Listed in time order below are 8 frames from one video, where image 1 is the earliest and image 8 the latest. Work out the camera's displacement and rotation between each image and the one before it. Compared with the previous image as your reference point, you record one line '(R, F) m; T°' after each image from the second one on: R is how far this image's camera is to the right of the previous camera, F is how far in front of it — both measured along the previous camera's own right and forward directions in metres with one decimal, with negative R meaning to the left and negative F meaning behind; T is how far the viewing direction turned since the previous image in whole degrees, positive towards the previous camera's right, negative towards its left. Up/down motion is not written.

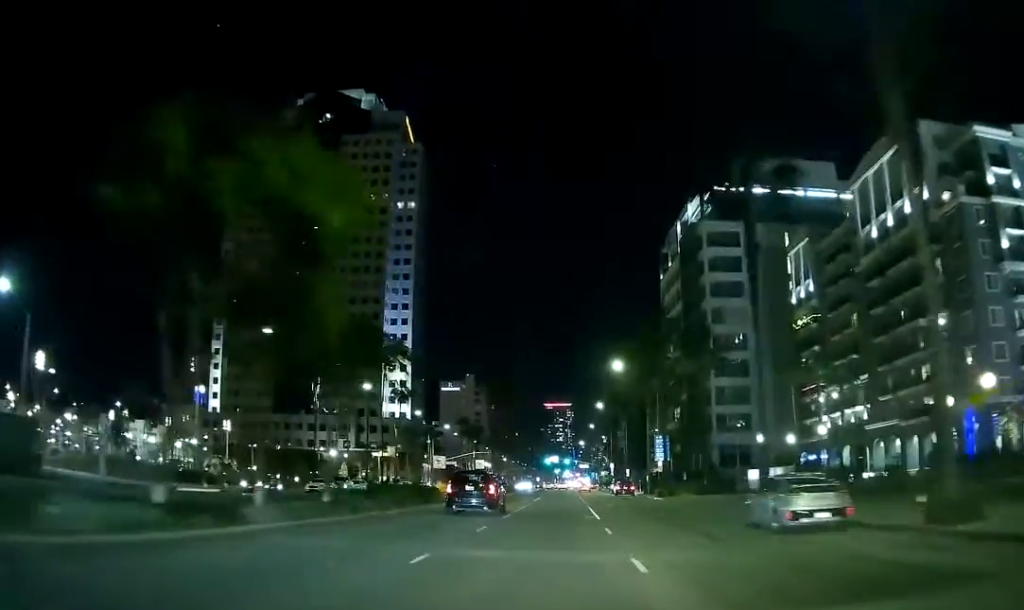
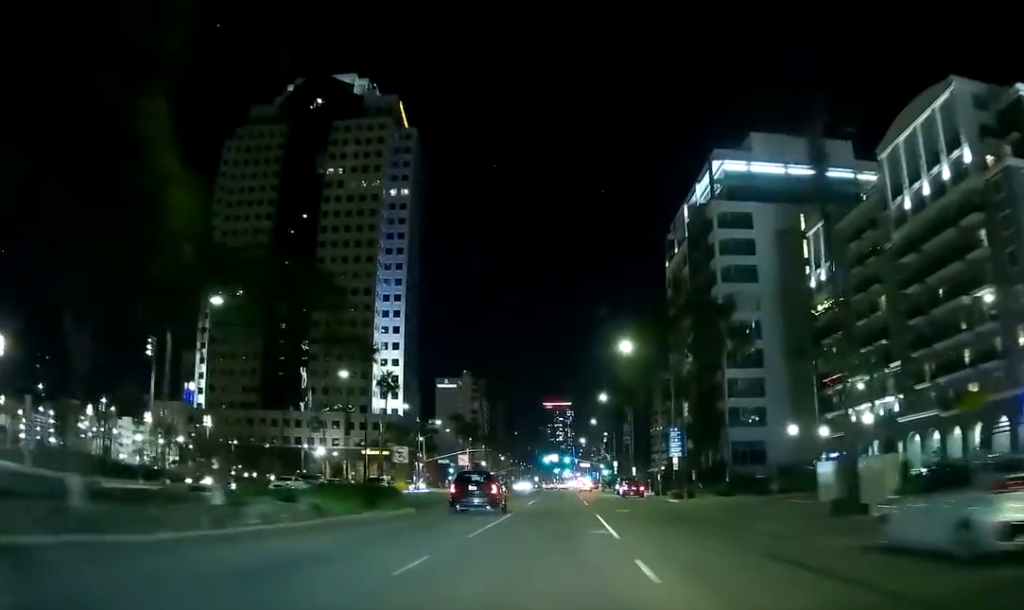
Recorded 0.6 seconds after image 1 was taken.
(+0.1, +8.9) m; +1°
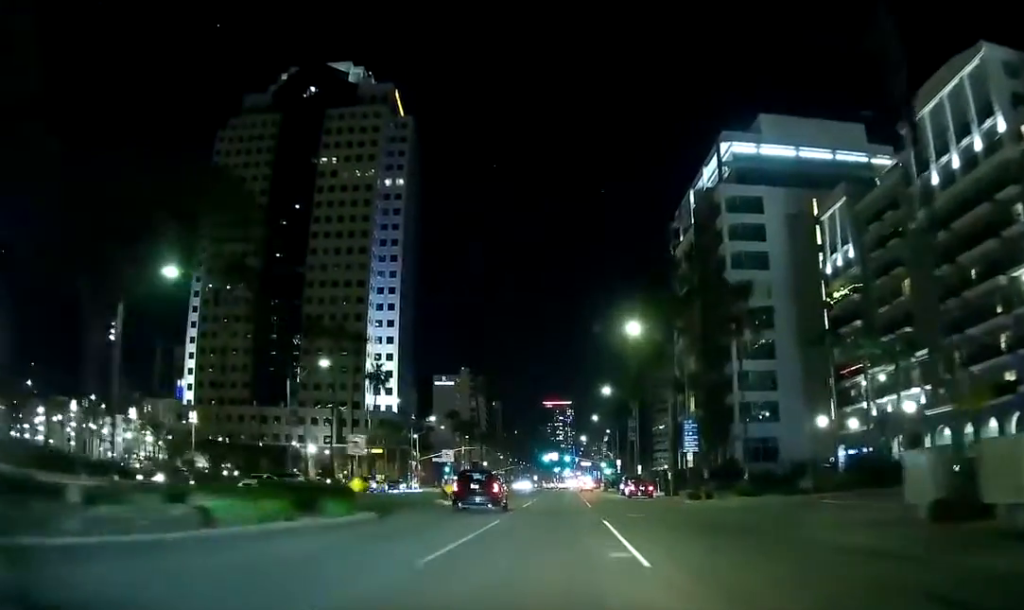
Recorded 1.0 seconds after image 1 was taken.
(+0.1, +6.9) m; 0°
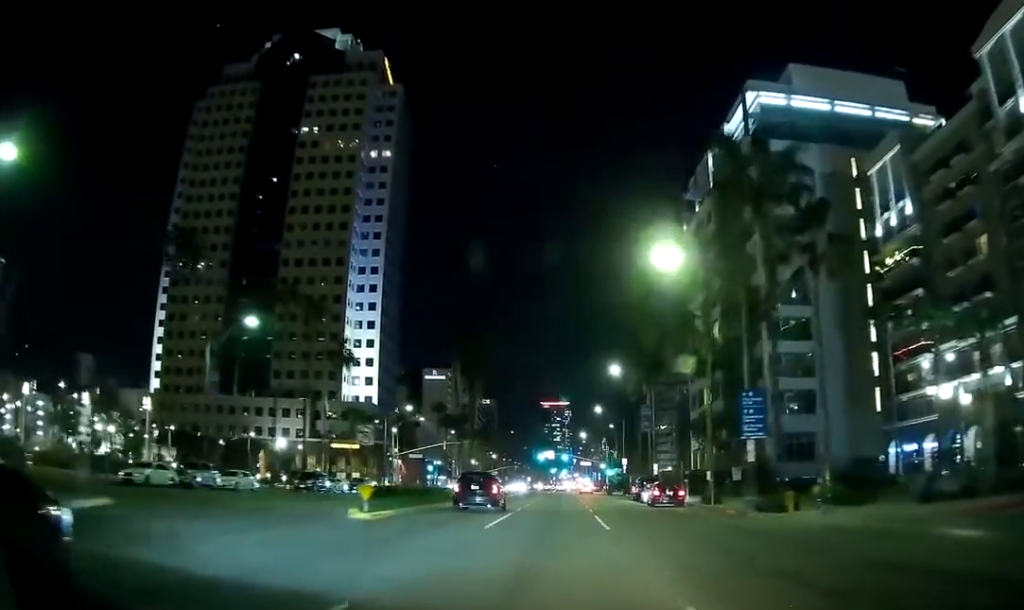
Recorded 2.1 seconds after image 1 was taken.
(+0.1, +17.1) m; 0°
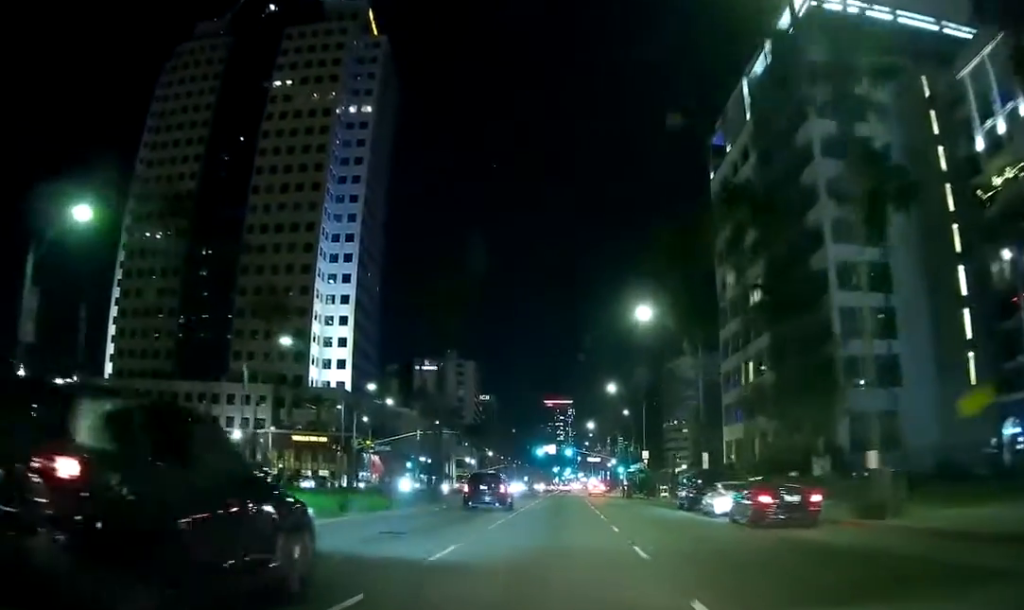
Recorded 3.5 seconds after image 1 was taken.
(-0.3, +22.3) m; -1°
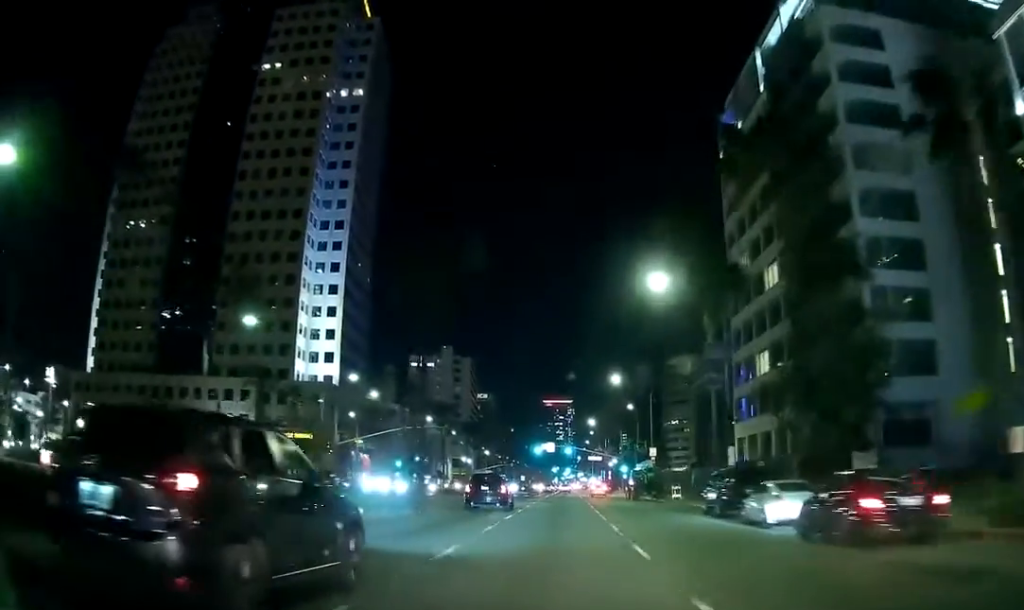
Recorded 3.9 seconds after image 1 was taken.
(0.0, +6.9) m; 0°
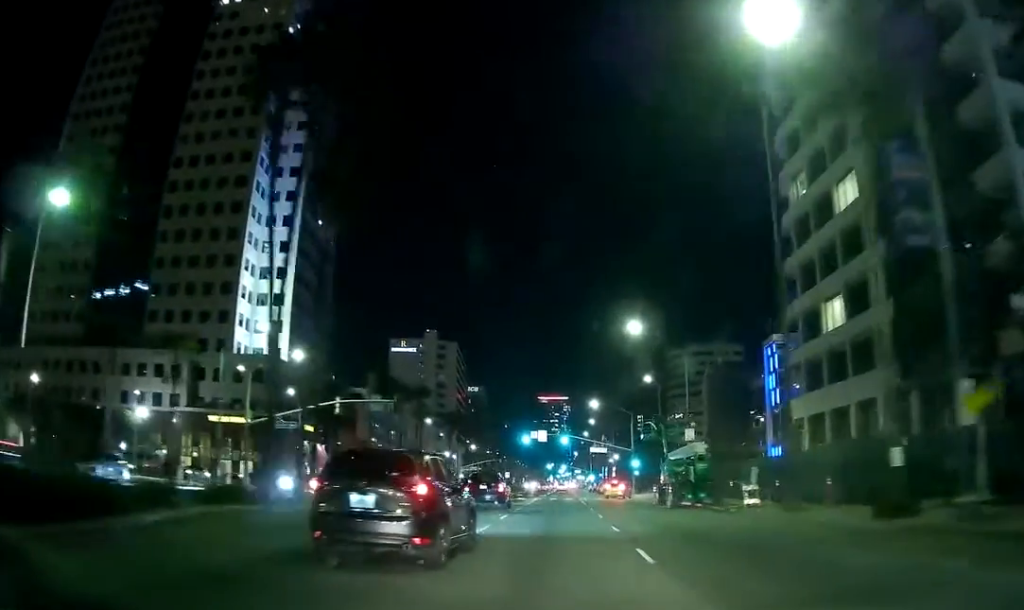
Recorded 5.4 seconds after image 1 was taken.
(+0.1, +23.5) m; +1°
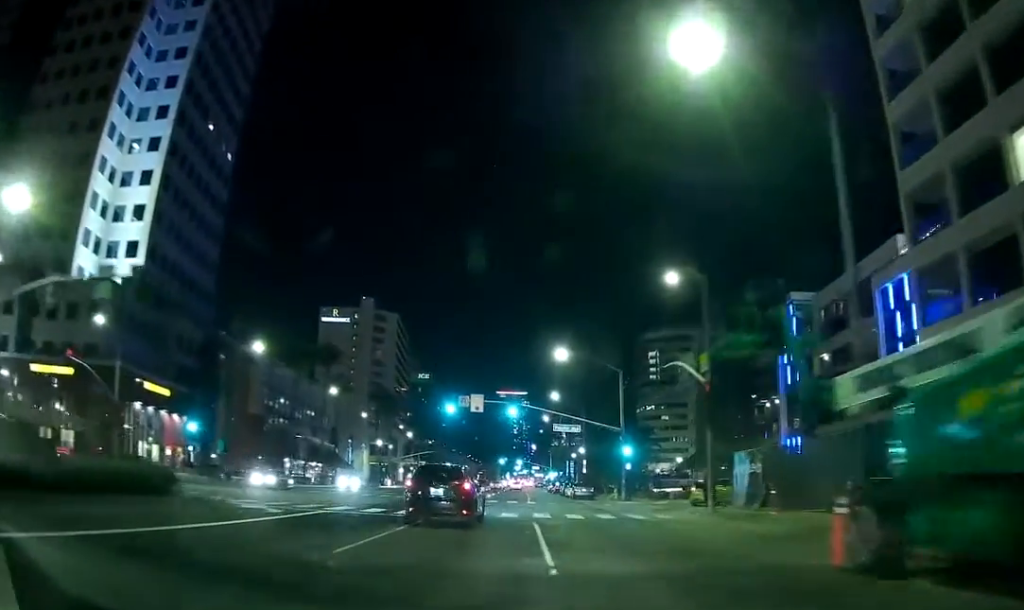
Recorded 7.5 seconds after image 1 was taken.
(-0.1, +32.8) m; 0°
